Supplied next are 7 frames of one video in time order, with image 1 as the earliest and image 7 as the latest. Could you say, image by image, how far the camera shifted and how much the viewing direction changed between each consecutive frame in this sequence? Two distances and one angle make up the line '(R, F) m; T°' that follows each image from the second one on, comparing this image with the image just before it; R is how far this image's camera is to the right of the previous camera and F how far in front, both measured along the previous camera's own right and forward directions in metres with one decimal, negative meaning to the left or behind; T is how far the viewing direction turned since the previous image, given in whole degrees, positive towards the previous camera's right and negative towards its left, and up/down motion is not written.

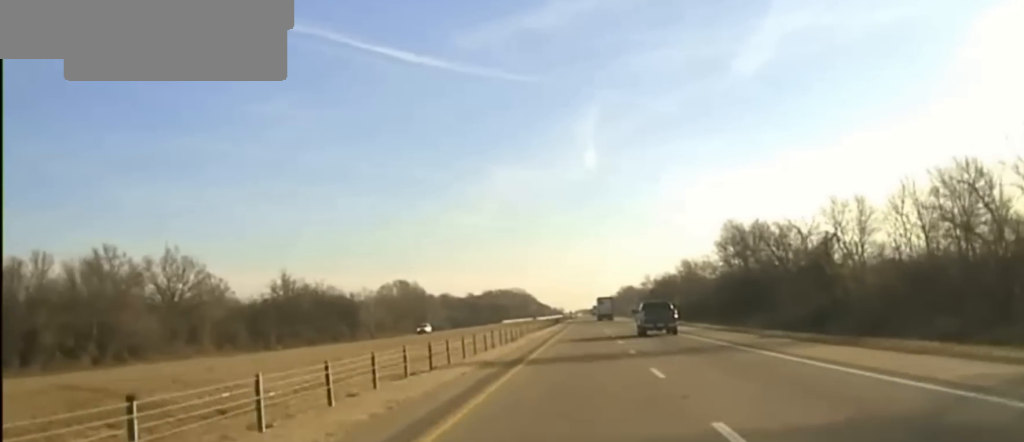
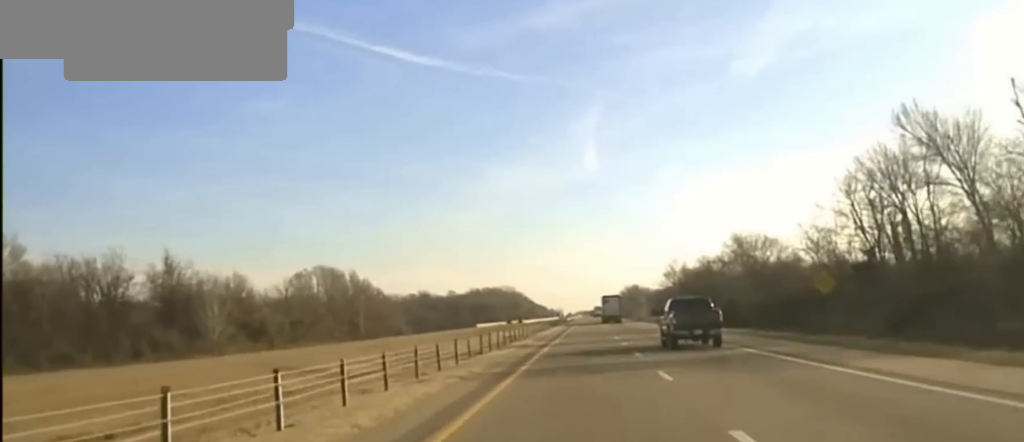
(0.0, +83.3) m; 0°
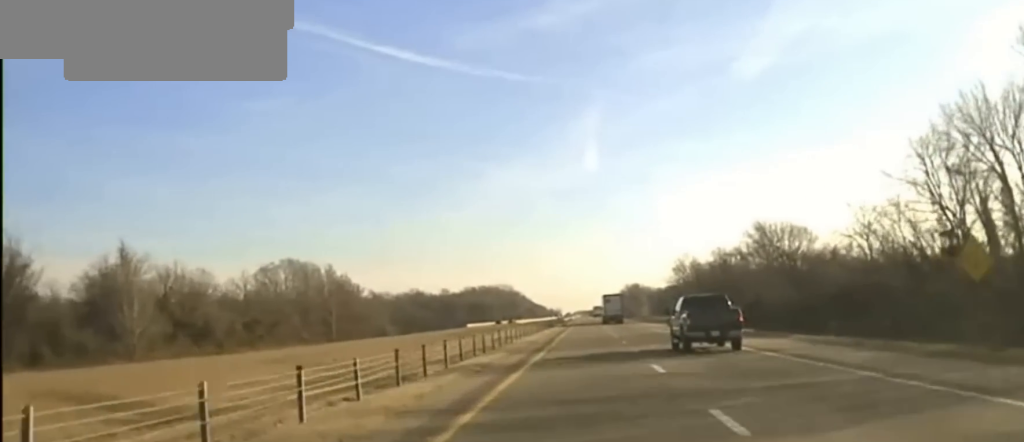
(0.0, +21.1) m; 0°
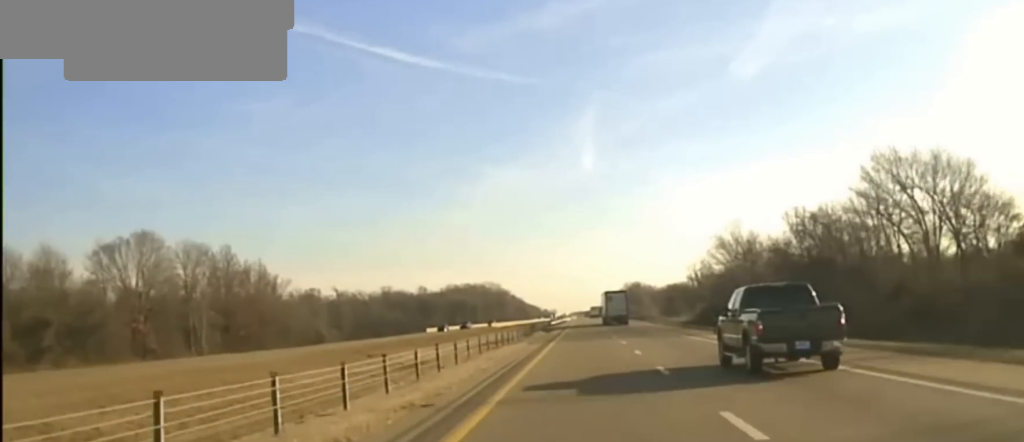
(0.0, +59.3) m; 0°
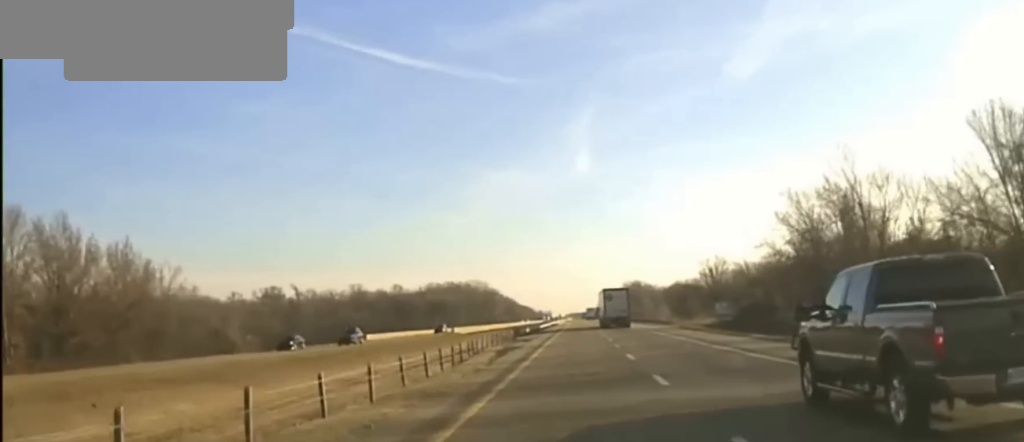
(0.0, +50.6) m; 0°
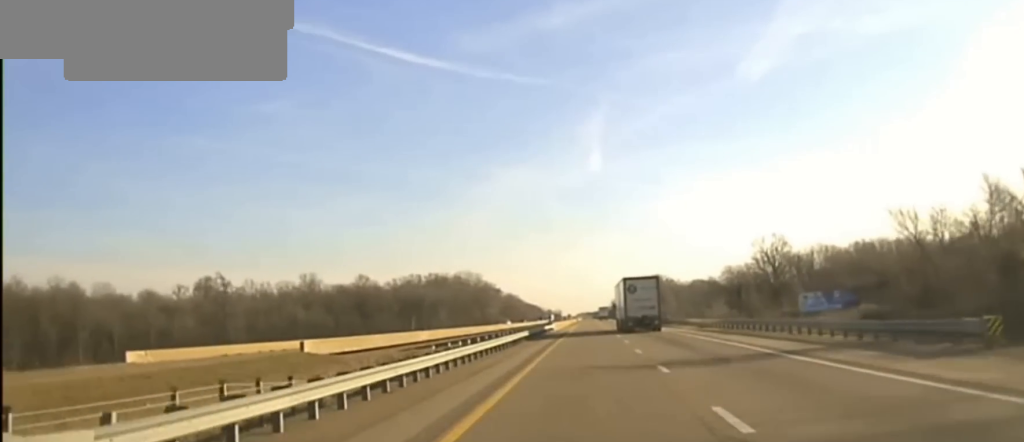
(+0.1, +75.8) m; 0°
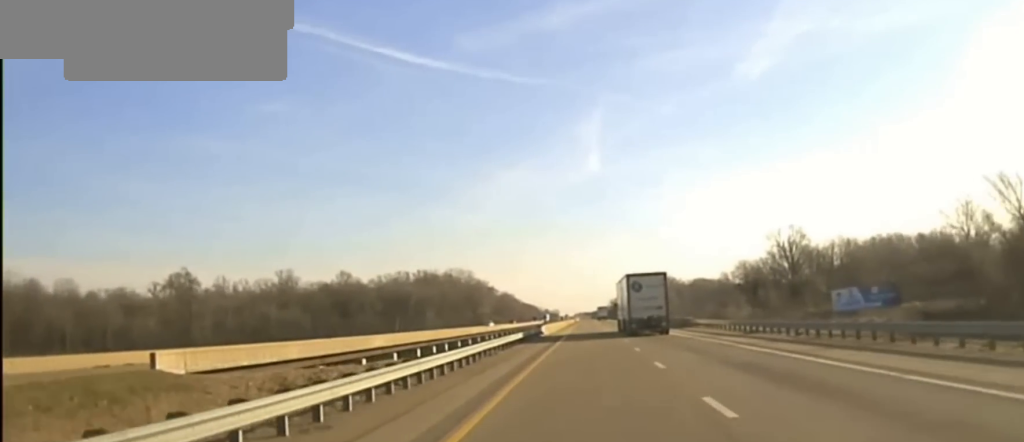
(-0.2, +20.4) m; 0°
